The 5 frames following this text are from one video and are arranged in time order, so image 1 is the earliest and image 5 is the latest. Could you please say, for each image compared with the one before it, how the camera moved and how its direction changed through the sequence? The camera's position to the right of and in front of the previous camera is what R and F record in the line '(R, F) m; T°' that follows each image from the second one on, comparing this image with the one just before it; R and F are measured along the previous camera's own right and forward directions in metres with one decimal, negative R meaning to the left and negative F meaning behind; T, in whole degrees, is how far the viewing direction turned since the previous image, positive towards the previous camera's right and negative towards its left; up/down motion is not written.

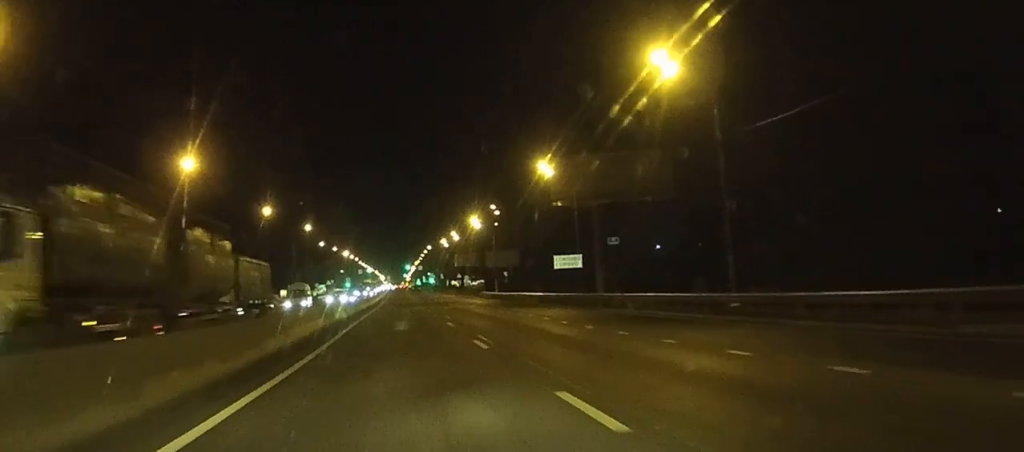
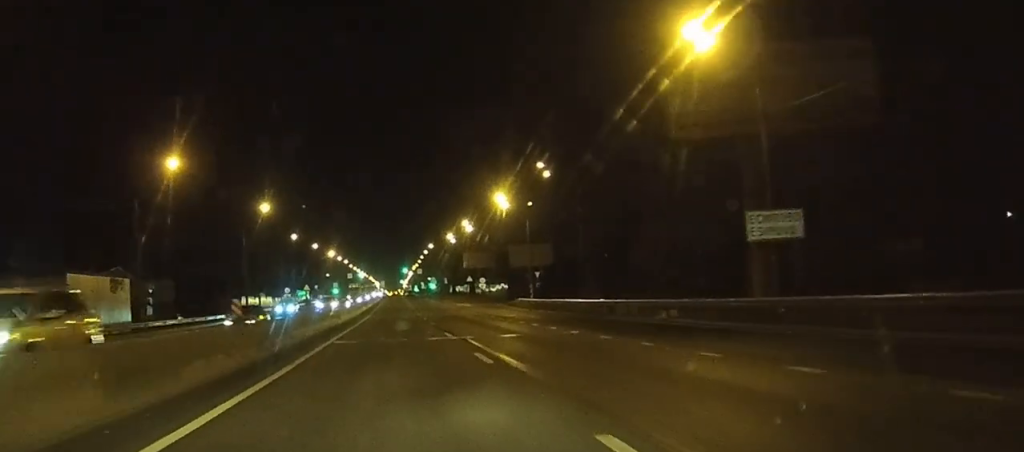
(+0.2, +39.4) m; 0°
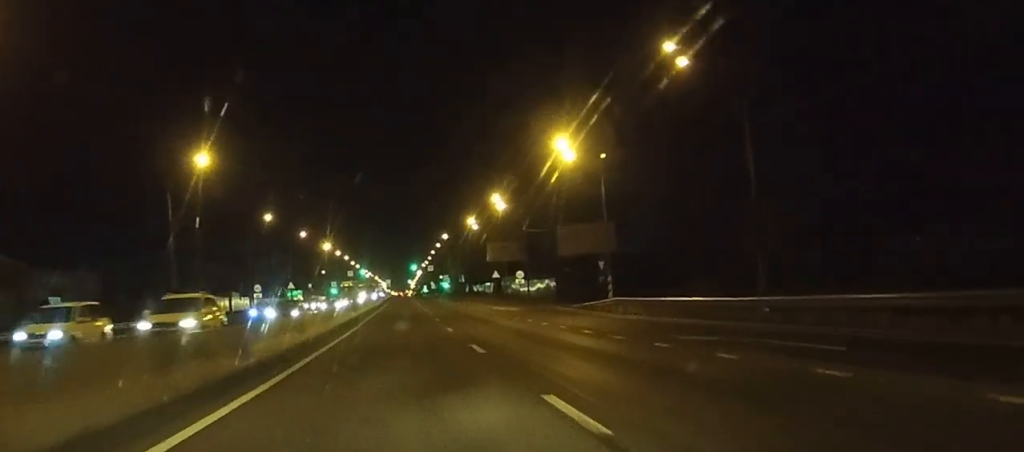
(+0.1, +33.0) m; 0°
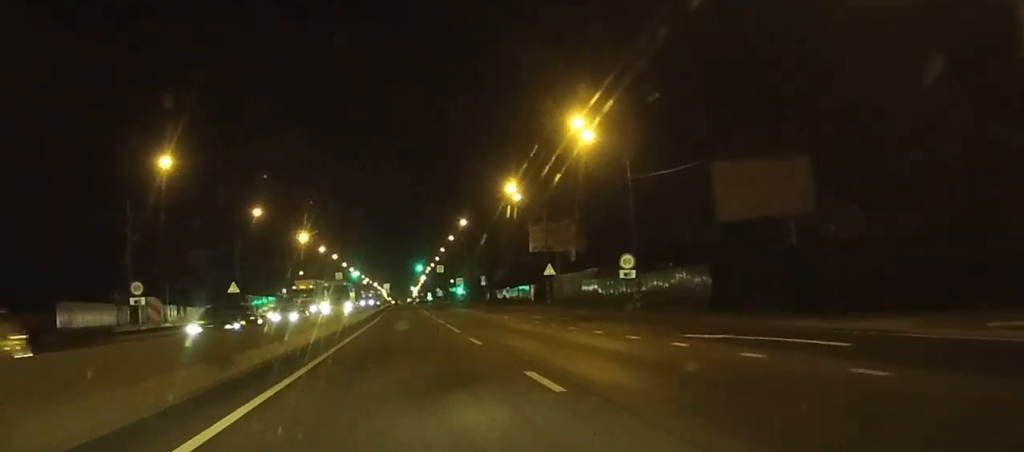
(-0.1, +44.6) m; 0°
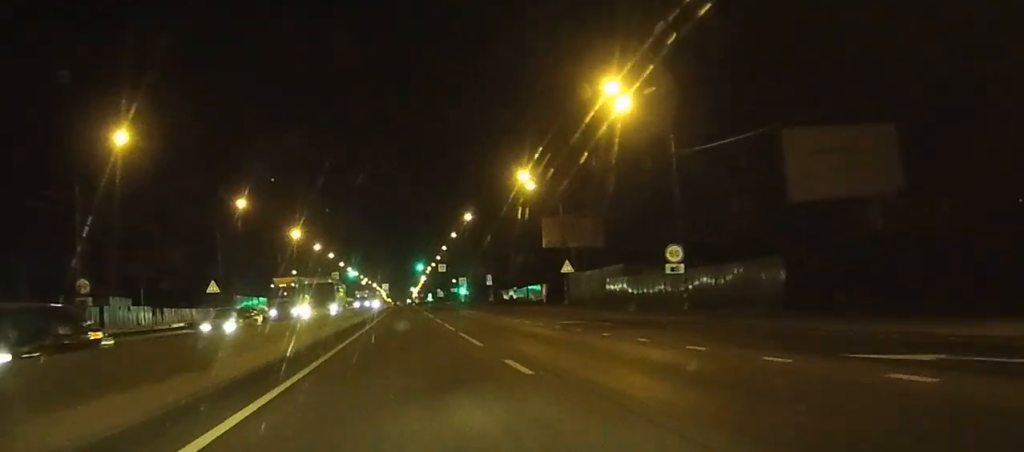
(-0.1, +9.0) m; 0°
